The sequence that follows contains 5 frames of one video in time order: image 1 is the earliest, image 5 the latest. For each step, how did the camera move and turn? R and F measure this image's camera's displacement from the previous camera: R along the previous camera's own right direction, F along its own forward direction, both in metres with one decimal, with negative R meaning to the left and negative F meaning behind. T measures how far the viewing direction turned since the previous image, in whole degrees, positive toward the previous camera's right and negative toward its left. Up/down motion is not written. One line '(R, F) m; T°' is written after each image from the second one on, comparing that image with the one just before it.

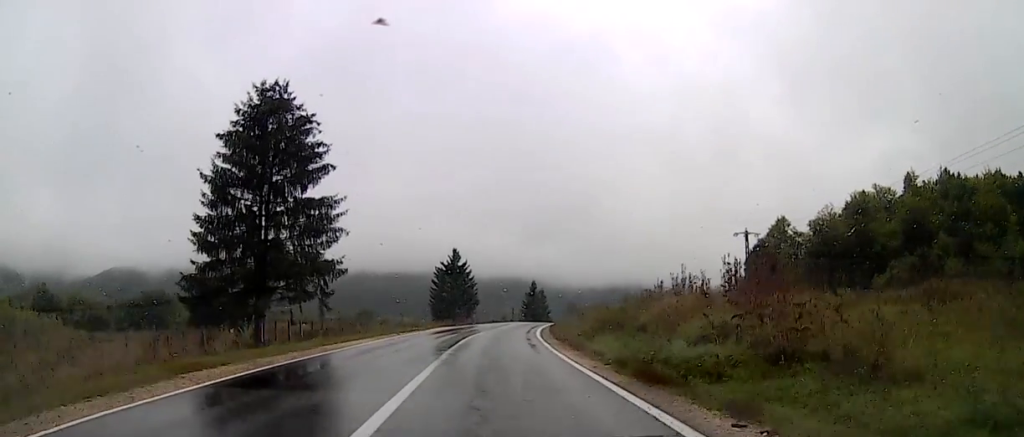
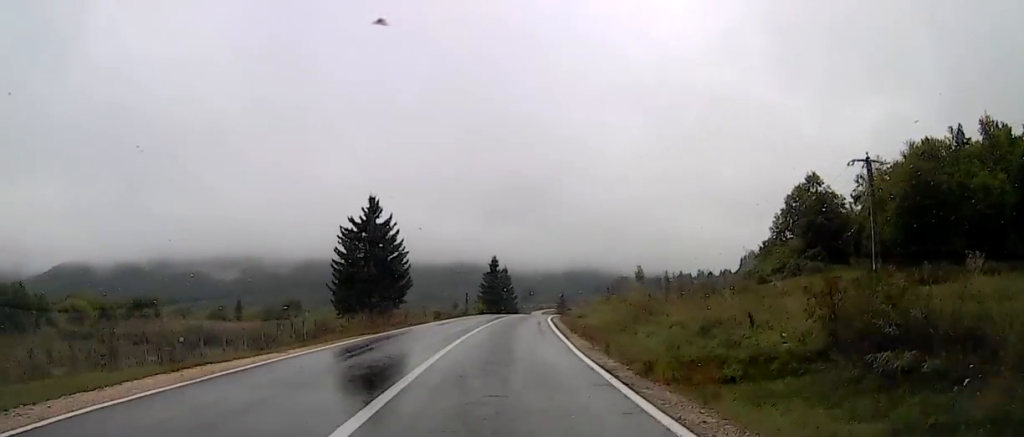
(+1.3, +38.2) m; +3°
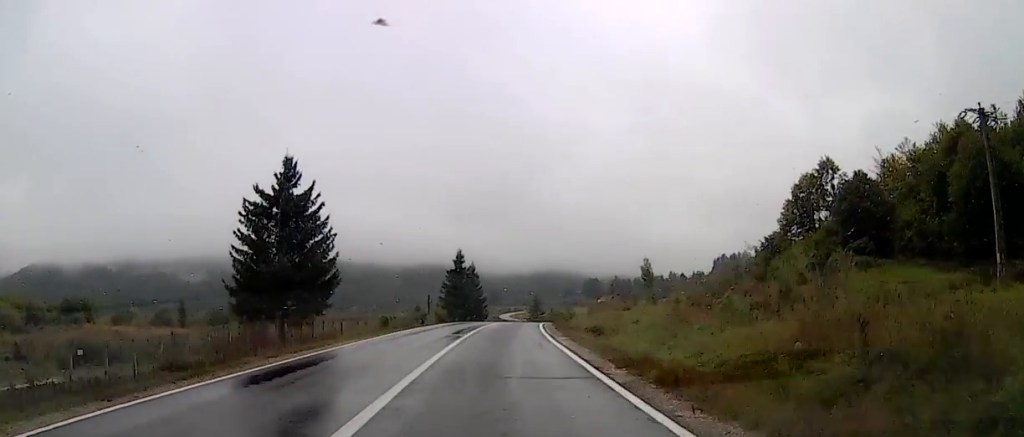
(-0.3, +17.0) m; +1°
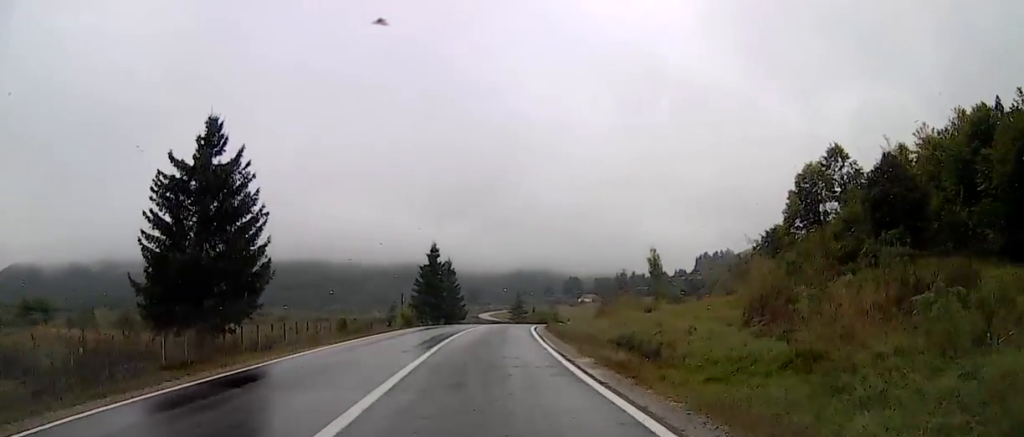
(-0.5, +9.3) m; +2°
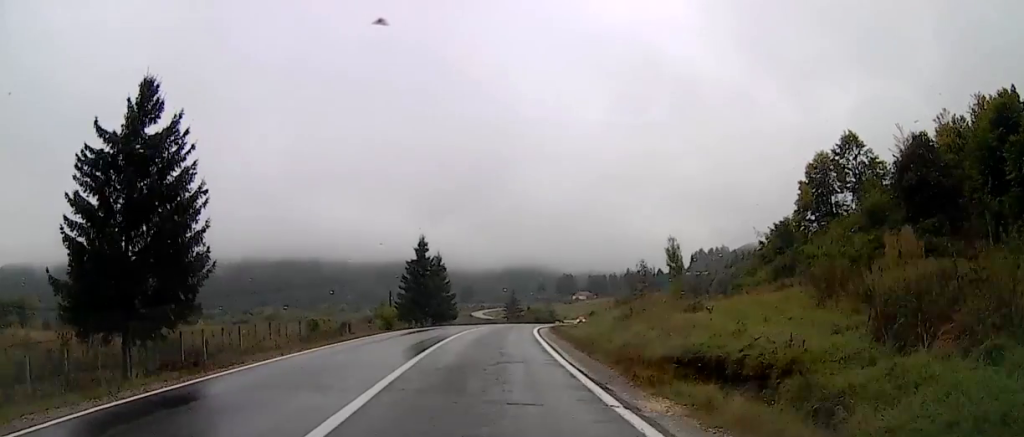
(+0.8, +7.1) m; +2°
